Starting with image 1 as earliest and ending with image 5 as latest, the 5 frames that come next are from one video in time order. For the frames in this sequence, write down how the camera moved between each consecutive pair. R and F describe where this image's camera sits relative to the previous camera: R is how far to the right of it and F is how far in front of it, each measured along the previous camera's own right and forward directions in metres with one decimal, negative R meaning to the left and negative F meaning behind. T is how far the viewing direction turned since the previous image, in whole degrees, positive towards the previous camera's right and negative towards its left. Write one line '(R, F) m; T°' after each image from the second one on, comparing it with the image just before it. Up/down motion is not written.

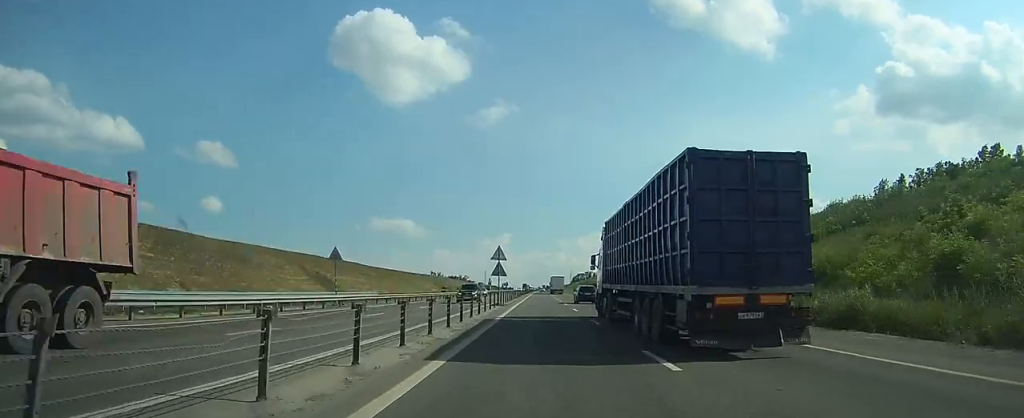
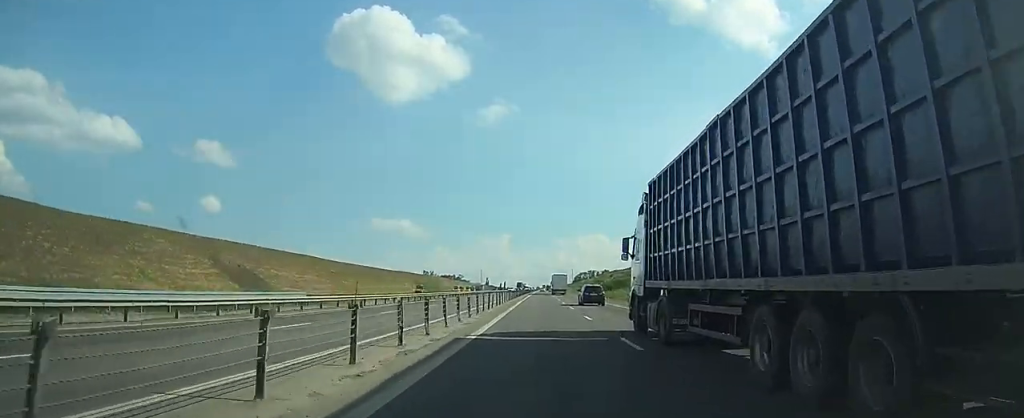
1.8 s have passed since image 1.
(0.0, +44.9) m; 0°
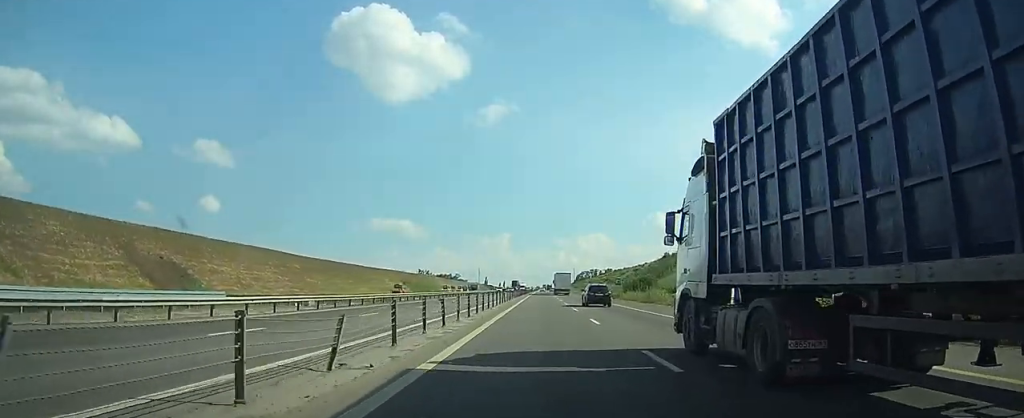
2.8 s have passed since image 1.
(0.0, +27.3) m; 0°
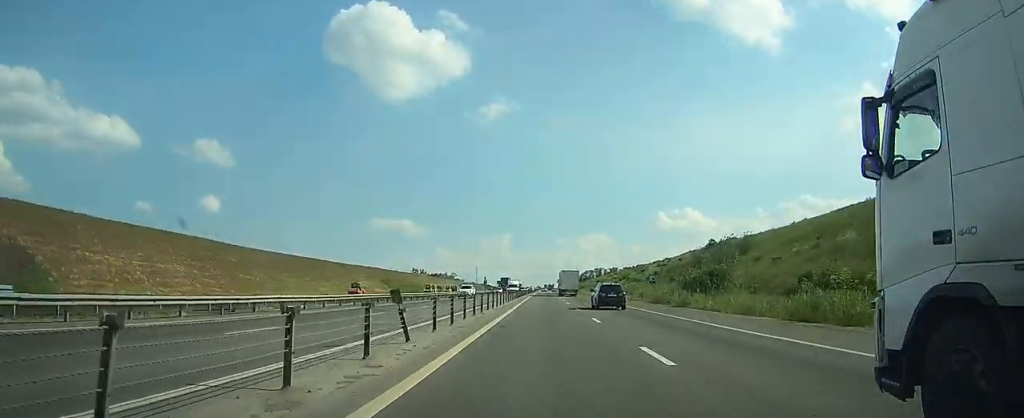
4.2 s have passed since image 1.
(0.0, +35.2) m; 0°
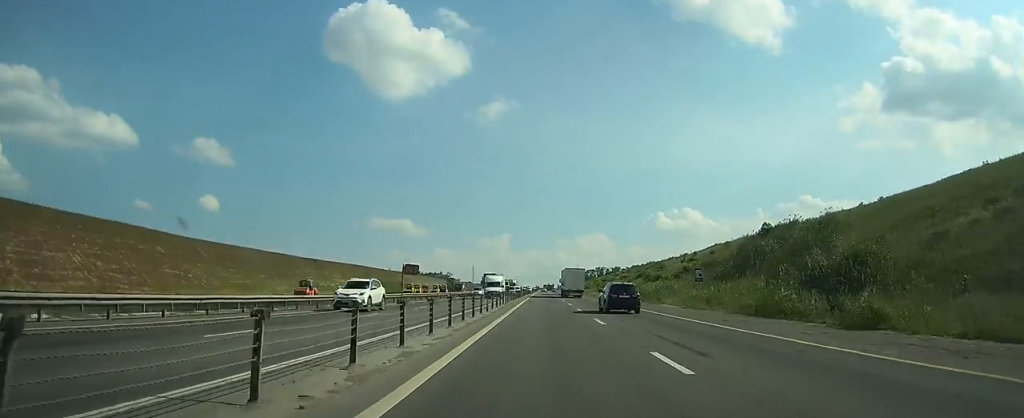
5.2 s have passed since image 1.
(0.0, +25.0) m; 0°
